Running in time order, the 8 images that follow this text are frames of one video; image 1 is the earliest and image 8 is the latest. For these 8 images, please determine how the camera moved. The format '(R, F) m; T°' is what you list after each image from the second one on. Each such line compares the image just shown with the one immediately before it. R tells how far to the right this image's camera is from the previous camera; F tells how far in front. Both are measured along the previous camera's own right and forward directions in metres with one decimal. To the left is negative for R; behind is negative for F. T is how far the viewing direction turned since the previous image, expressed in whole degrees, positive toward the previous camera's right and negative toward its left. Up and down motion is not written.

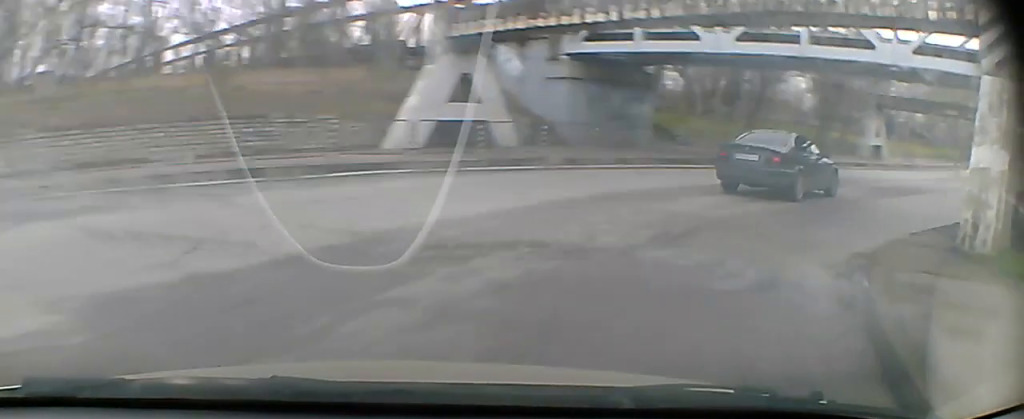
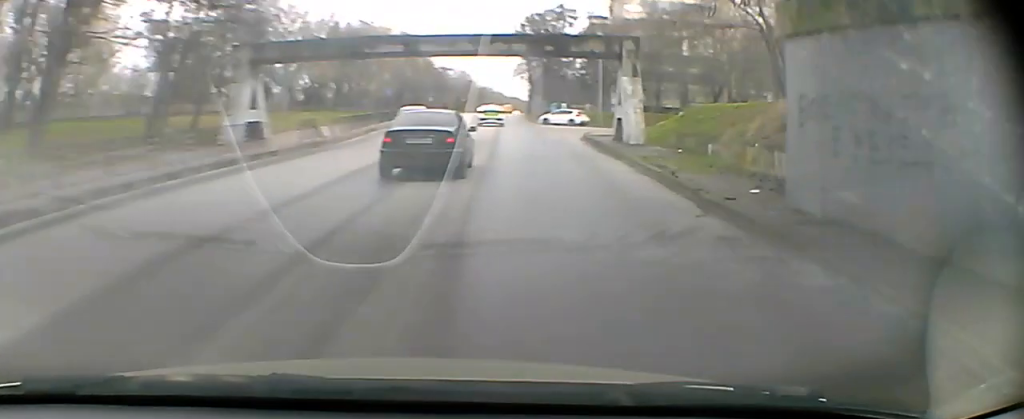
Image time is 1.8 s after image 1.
(+3.8, +18.3) m; +28°
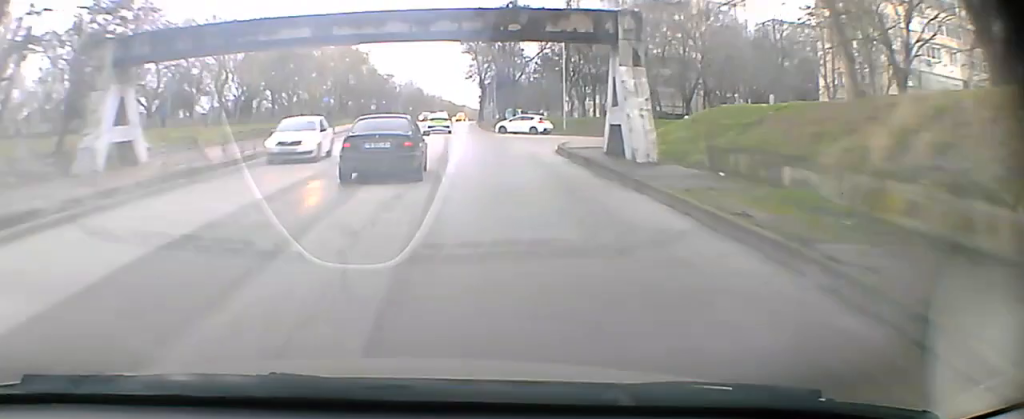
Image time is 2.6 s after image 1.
(+1.0, +8.8) m; +20°
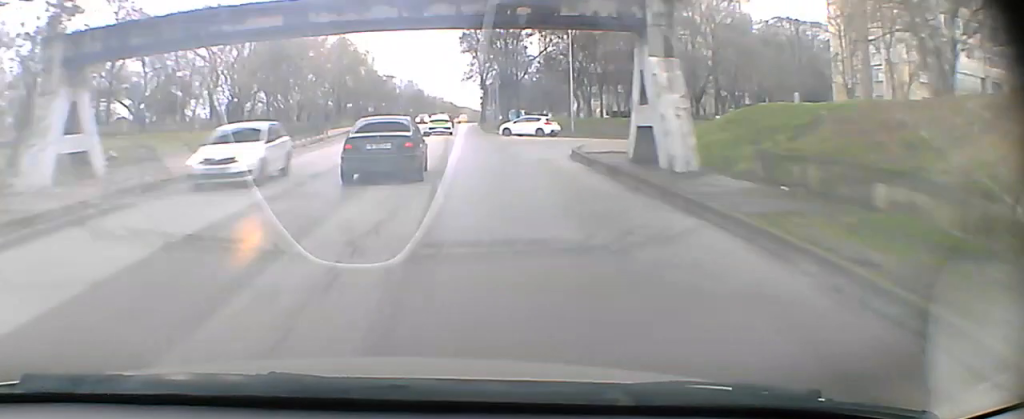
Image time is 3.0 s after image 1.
(+1.1, +4.9) m; +6°
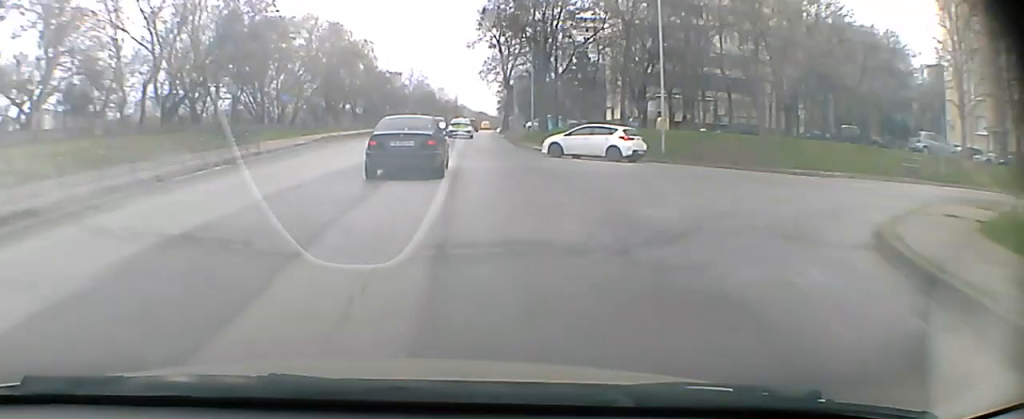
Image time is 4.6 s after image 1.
(+2.6, +20.5) m; +7°
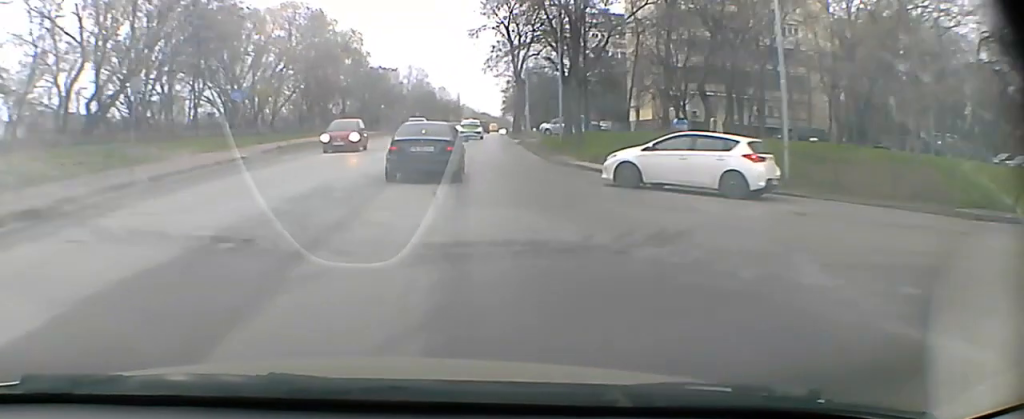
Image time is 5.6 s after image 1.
(0.0, +13.6) m; 0°
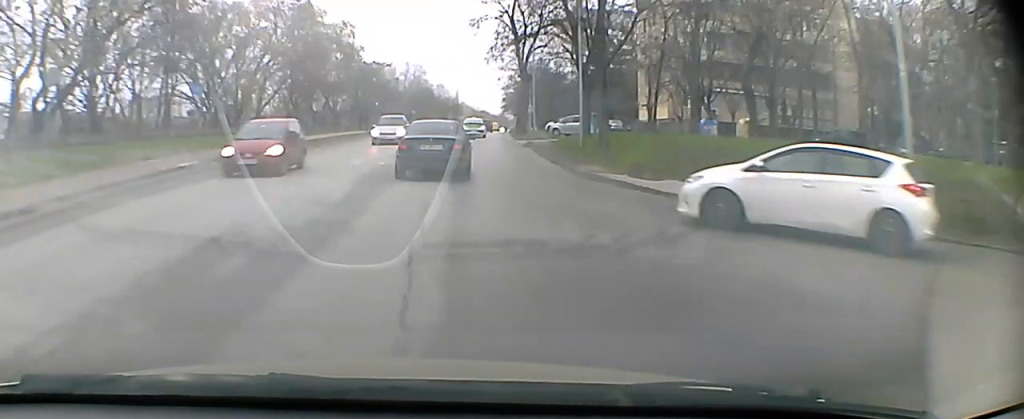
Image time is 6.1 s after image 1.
(0.0, +7.0) m; -1°
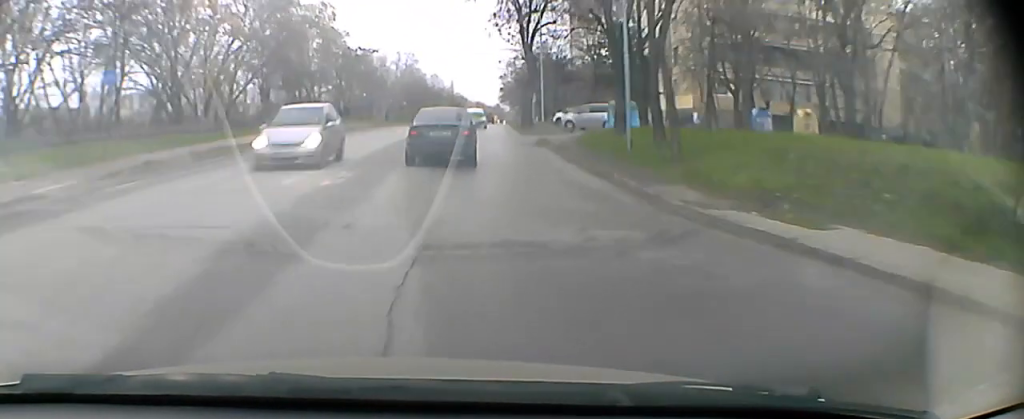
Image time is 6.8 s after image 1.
(-0.1, +9.8) m; -2°
